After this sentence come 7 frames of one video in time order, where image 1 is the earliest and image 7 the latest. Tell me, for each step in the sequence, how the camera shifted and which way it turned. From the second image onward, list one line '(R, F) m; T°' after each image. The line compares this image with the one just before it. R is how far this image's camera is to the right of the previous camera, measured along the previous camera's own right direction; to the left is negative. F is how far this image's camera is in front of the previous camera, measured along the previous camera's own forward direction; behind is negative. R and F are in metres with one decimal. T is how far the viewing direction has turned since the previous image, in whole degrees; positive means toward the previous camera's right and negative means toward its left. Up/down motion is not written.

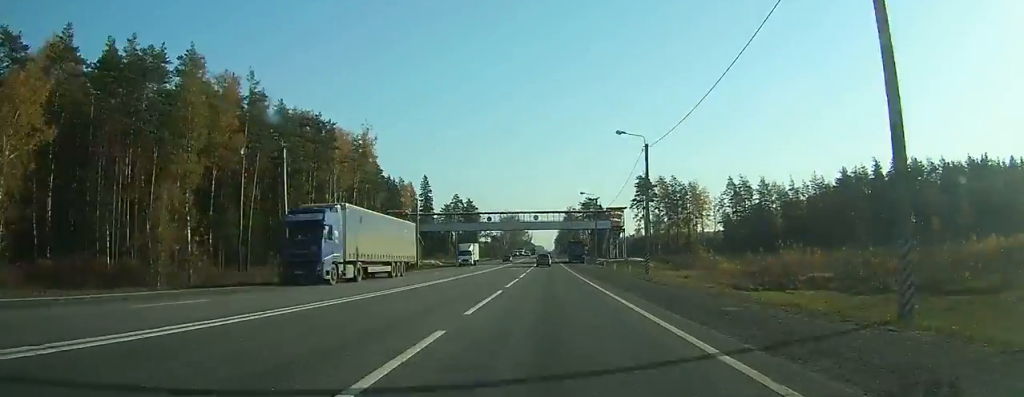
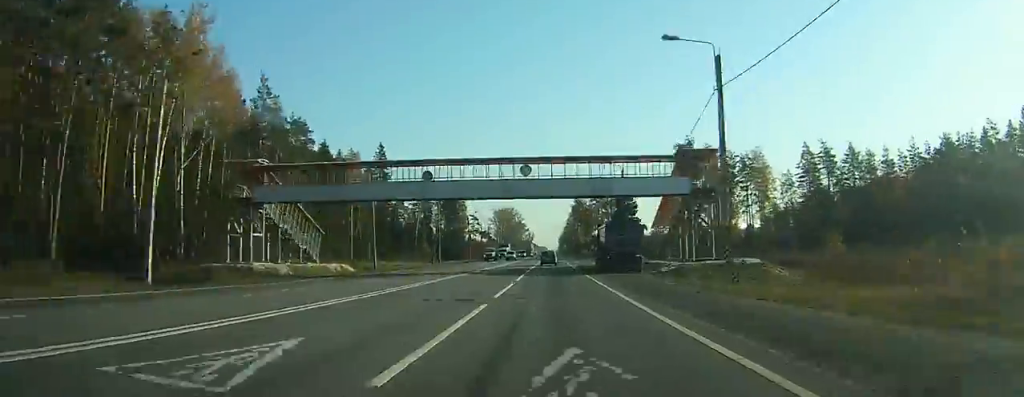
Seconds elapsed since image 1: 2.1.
(-0.4, +53.6) m; -1°
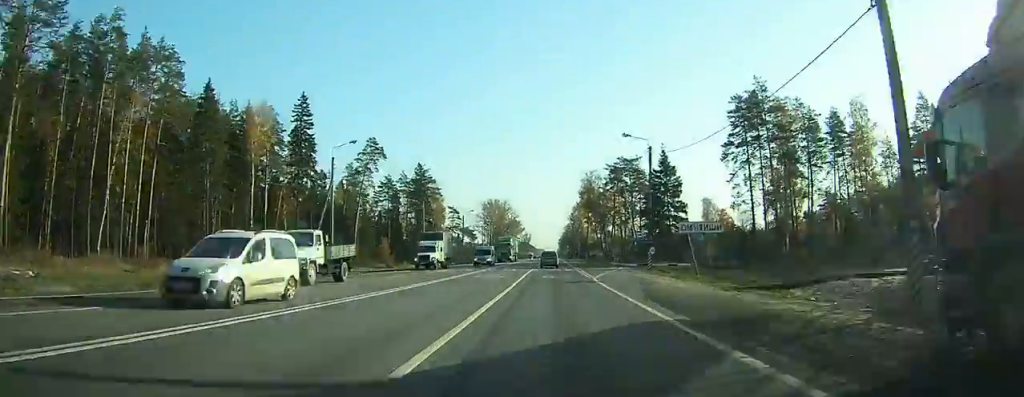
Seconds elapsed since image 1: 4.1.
(-0.1, +44.9) m; 0°
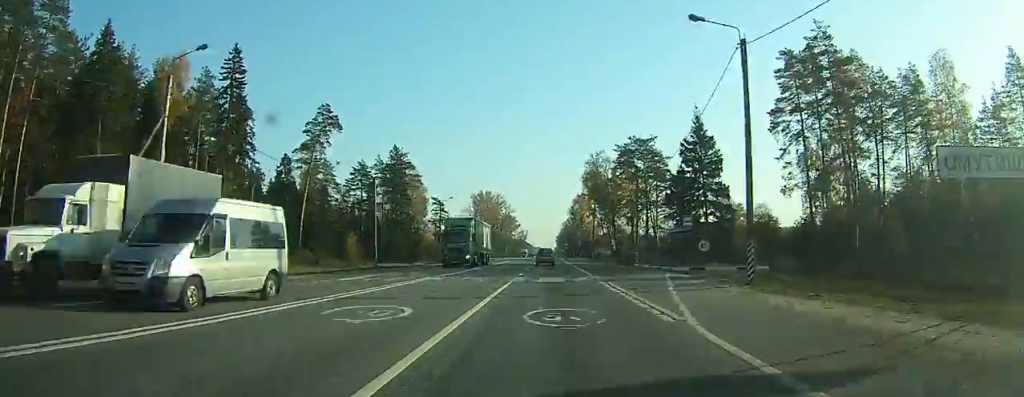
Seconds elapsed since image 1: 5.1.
(0.0, +23.1) m; 0°
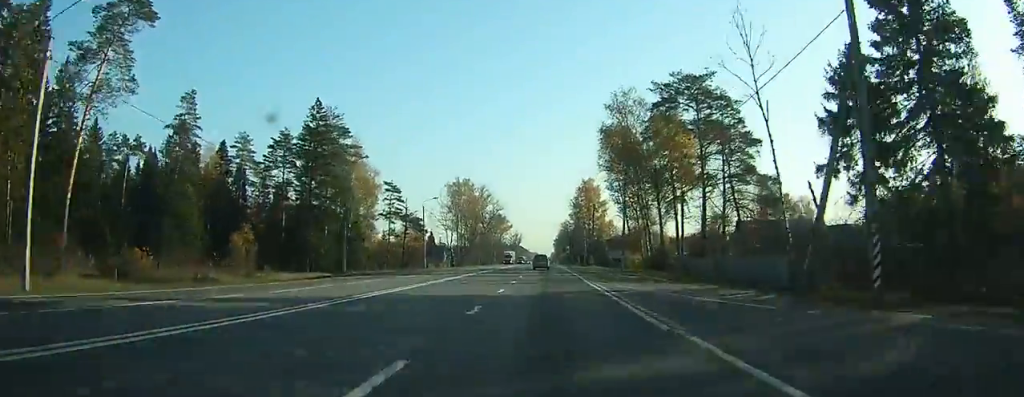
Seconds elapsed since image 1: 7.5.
(+0.4, +46.7) m; +4°
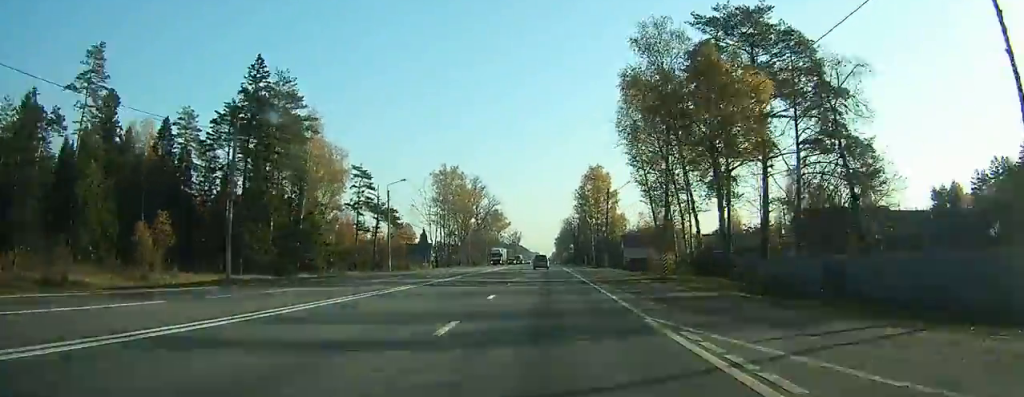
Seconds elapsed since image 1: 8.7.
(-1.0, +20.6) m; +5°
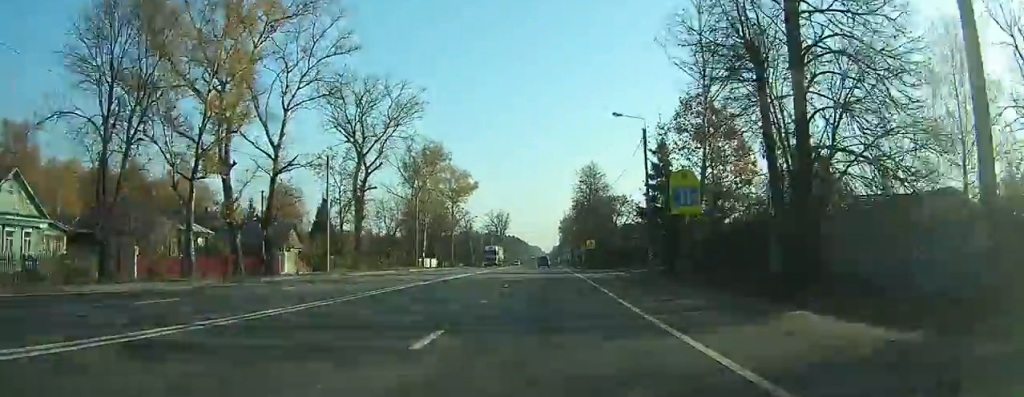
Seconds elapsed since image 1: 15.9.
(-17.3, +116.9) m; -8°
